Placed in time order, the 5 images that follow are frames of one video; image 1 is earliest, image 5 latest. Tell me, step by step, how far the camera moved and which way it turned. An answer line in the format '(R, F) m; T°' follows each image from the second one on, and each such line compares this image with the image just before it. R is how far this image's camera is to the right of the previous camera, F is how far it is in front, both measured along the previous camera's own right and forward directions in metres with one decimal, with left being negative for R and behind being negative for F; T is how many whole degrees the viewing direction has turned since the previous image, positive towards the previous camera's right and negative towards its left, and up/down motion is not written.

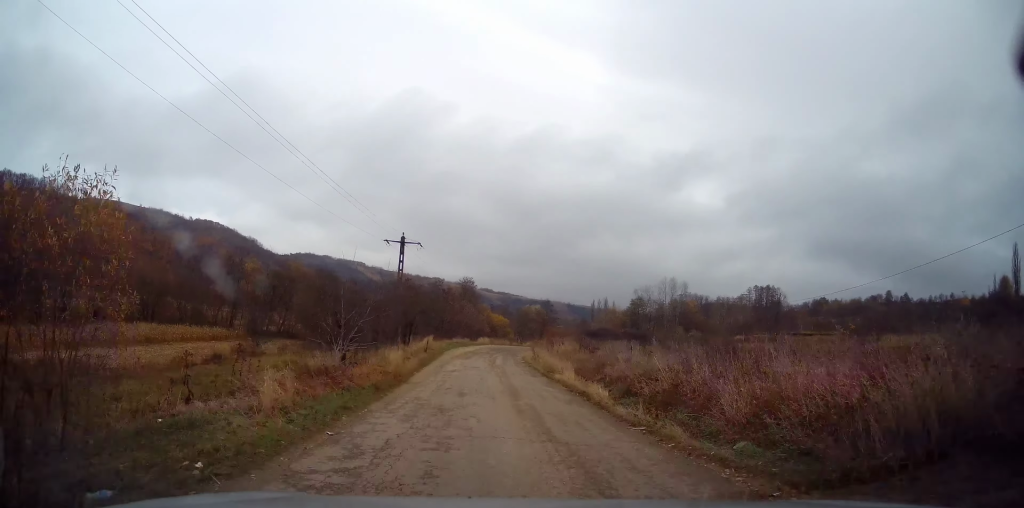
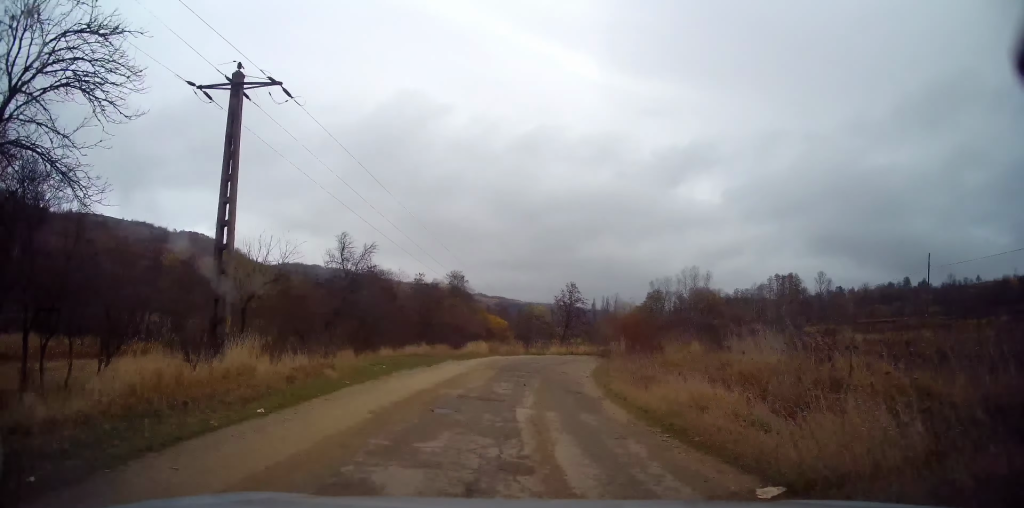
(-0.4, +29.1) m; +2°
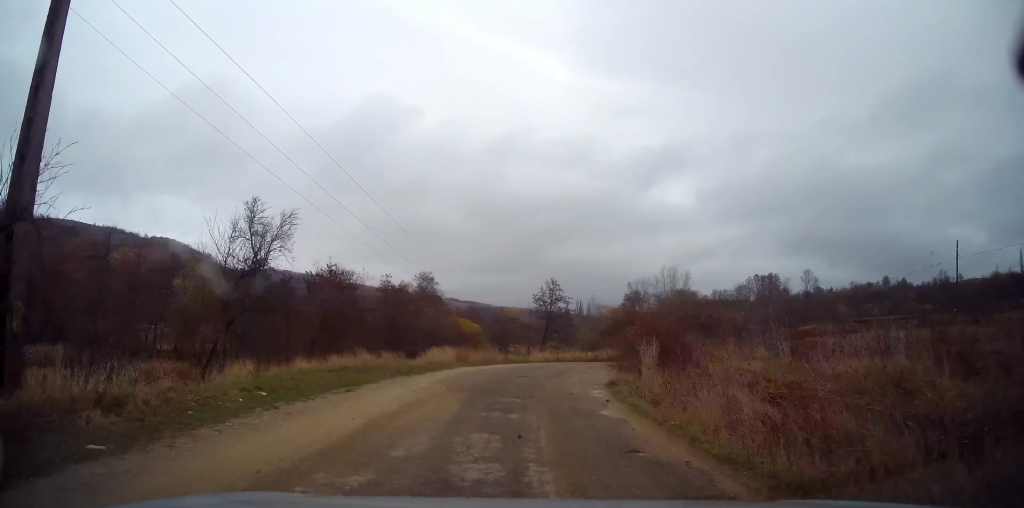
(+0.1, +7.1) m; +2°
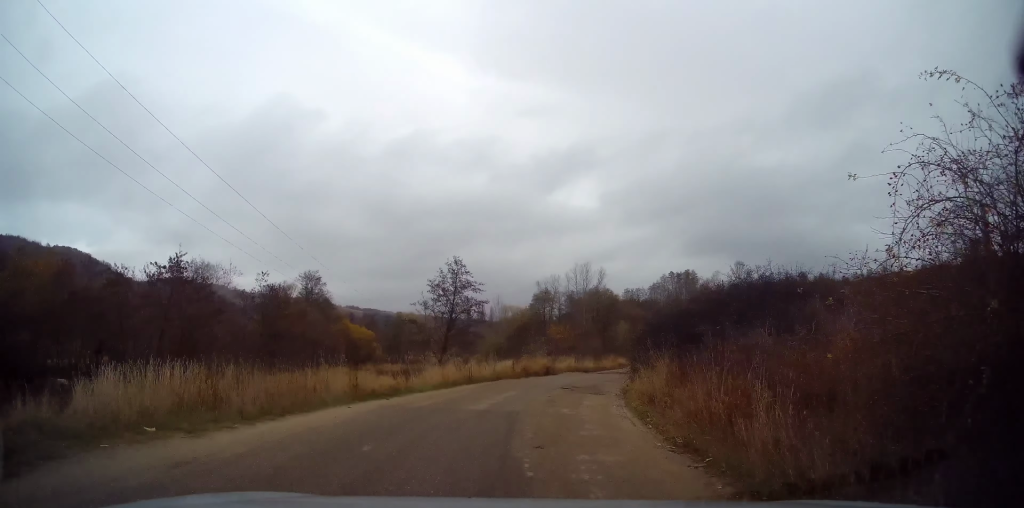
(+1.1, +17.4) m; +12°
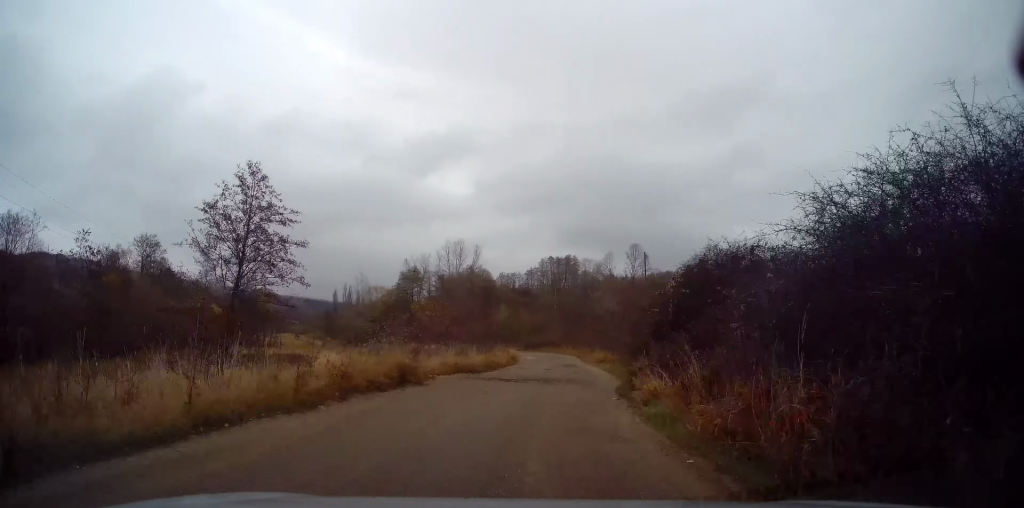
(+2.1, +15.6) m; +11°
